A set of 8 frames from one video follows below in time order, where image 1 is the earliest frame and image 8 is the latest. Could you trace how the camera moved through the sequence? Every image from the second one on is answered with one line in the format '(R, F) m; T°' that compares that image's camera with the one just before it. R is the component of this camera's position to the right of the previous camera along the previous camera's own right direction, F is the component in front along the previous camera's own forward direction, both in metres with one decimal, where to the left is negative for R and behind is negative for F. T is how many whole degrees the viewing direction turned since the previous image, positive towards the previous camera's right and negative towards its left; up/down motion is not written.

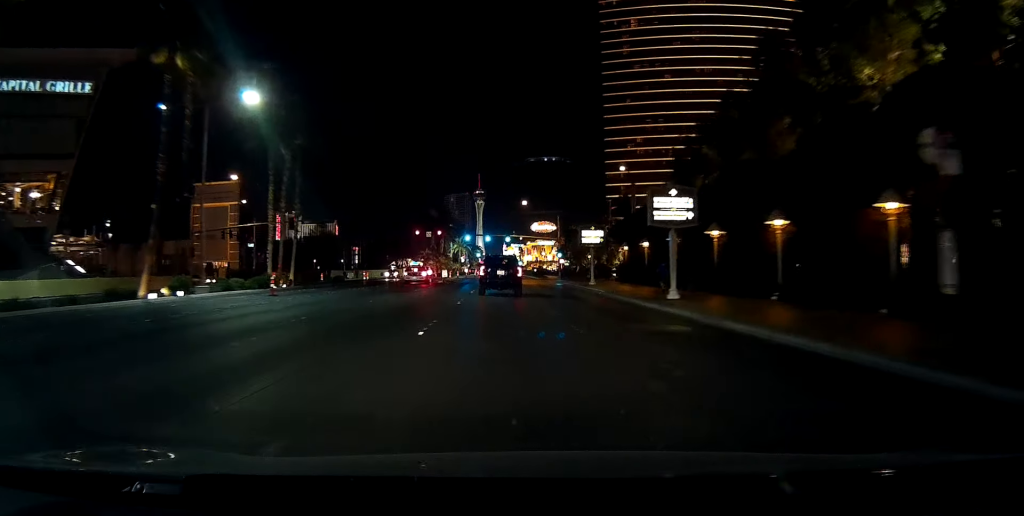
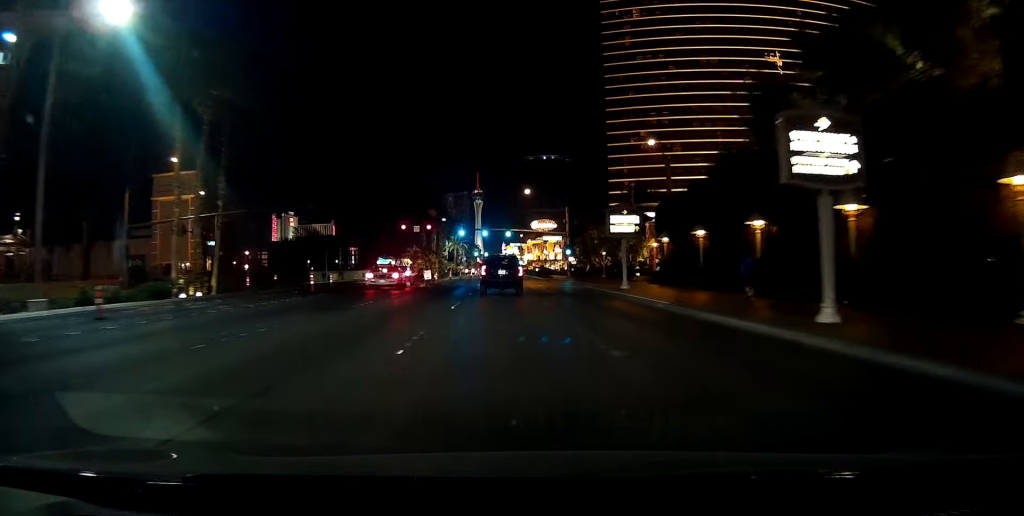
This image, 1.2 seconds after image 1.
(+0.1, +15.6) m; +1°
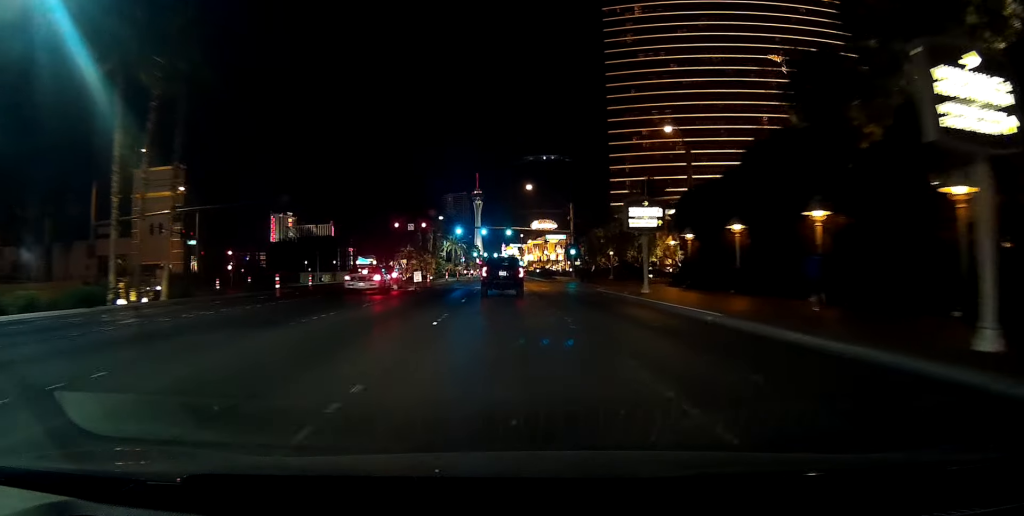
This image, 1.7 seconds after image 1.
(0.0, +6.4) m; 0°
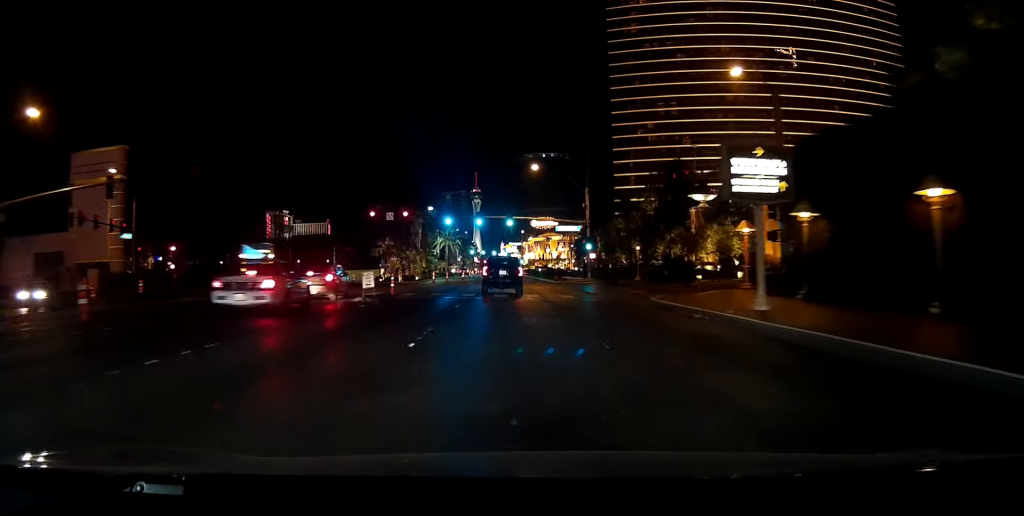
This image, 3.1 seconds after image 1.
(+0.1, +17.2) m; +1°
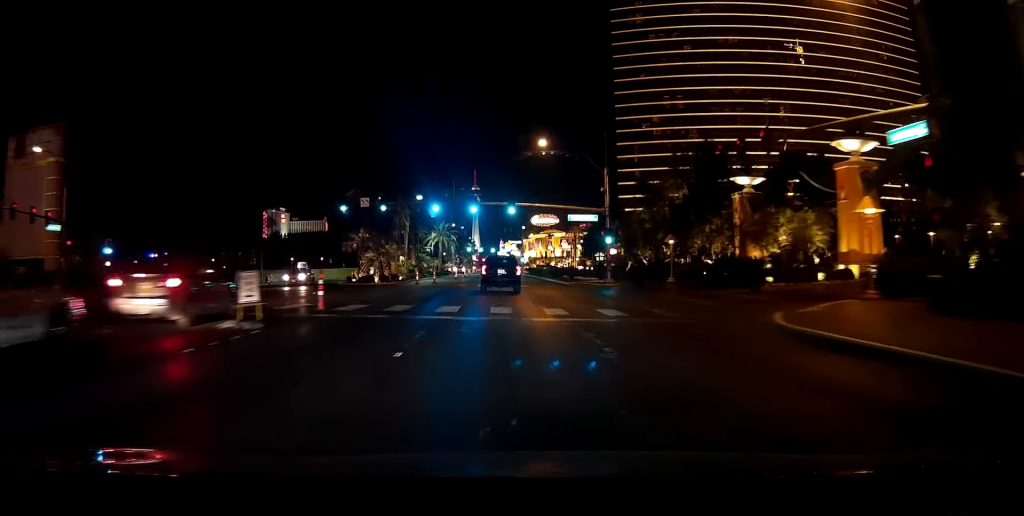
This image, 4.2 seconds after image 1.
(+0.1, +14.0) m; 0°
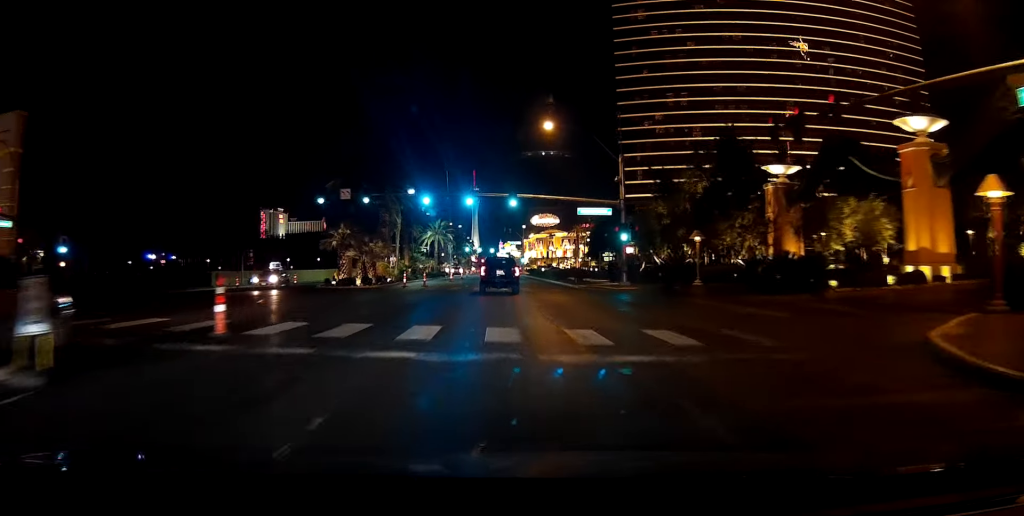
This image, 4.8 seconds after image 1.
(0.0, +7.8) m; 0°
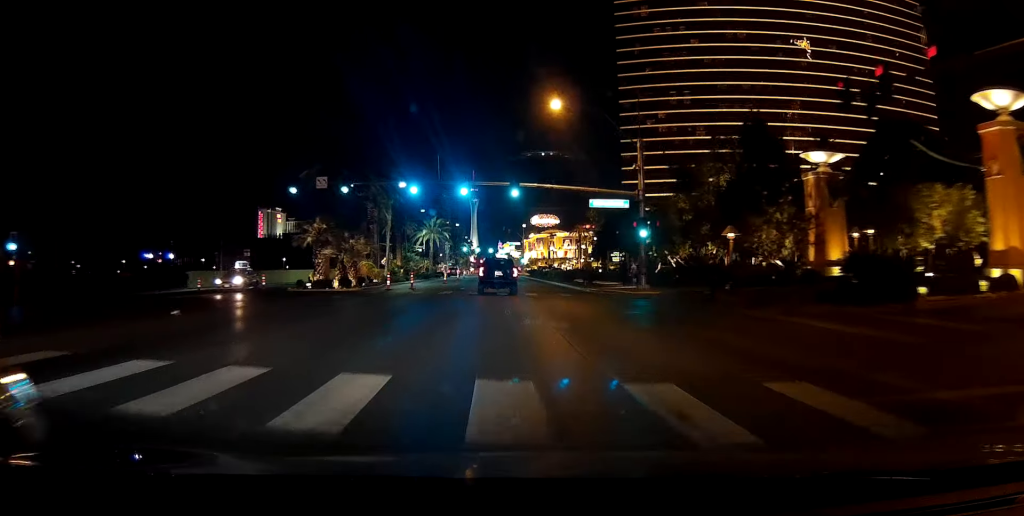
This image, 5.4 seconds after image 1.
(0.0, +7.4) m; 0°
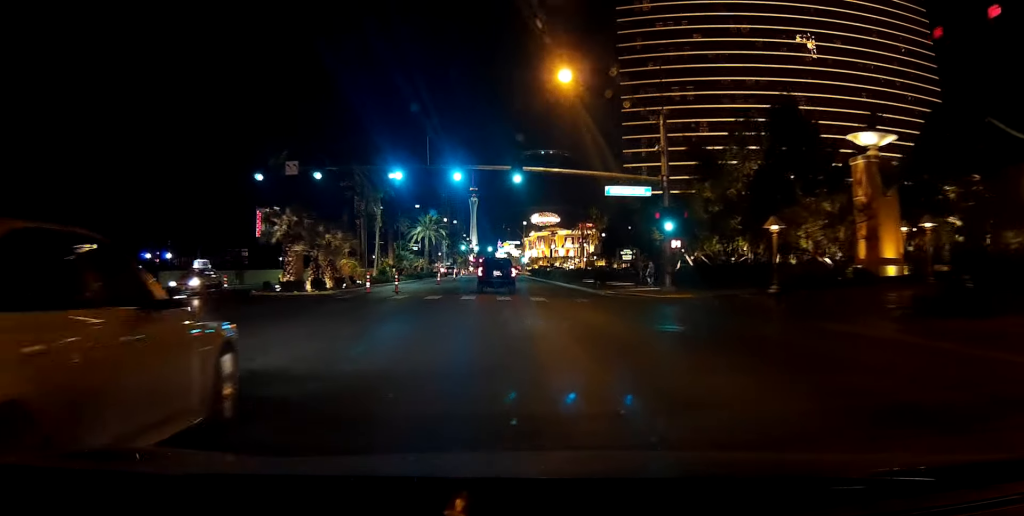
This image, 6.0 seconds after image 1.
(0.0, +7.0) m; 0°
